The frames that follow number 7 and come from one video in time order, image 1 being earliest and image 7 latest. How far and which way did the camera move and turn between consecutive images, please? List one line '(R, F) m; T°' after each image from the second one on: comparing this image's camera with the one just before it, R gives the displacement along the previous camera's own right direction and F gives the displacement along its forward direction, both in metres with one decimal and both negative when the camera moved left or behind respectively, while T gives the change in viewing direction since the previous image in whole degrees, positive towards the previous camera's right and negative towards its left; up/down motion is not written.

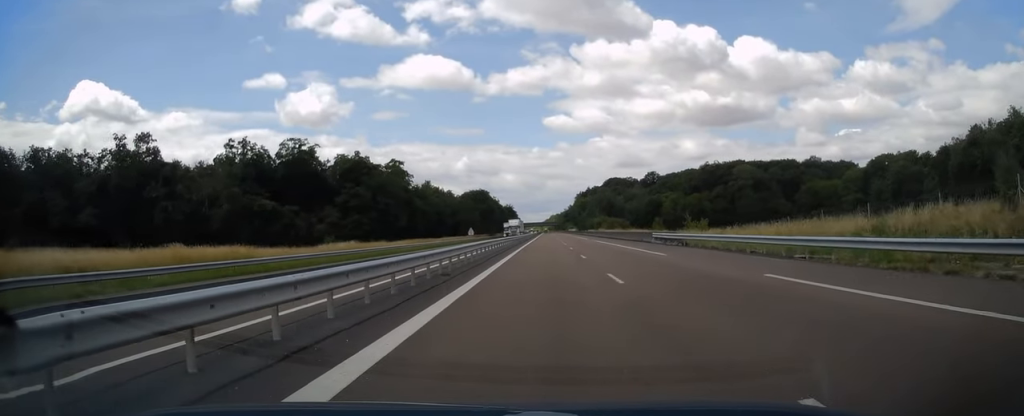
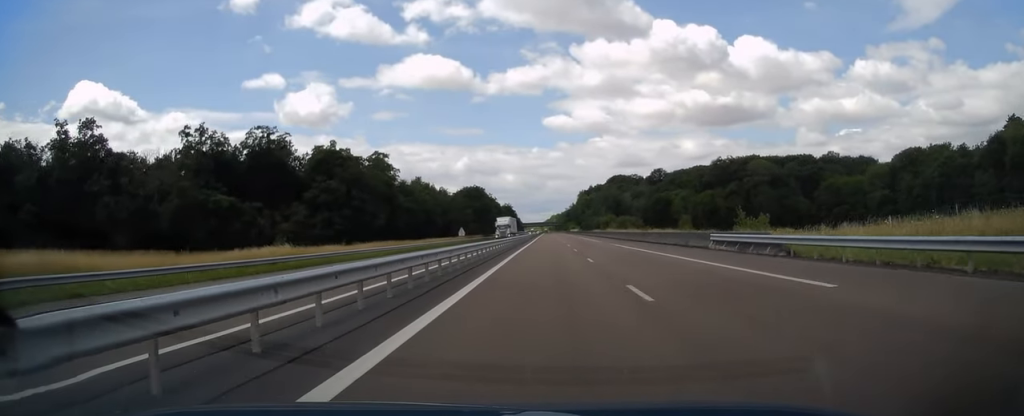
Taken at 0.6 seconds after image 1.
(+0.1, +16.7) m; 0°
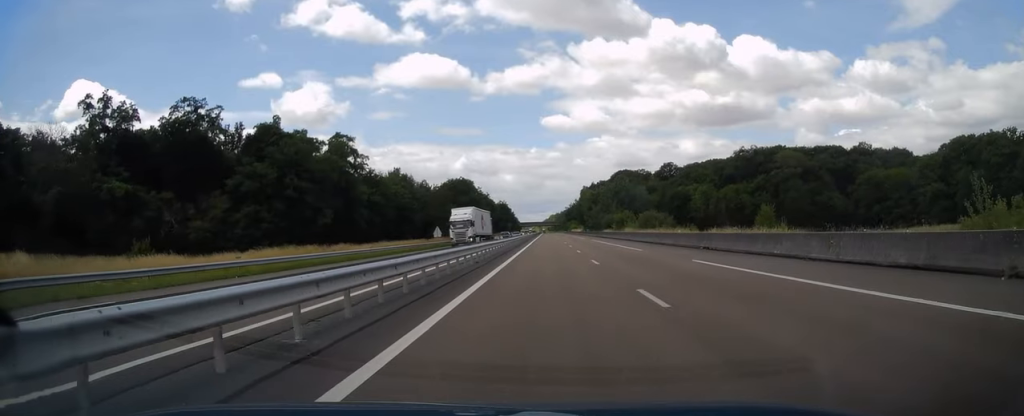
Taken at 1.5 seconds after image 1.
(0.0, +27.0) m; +1°
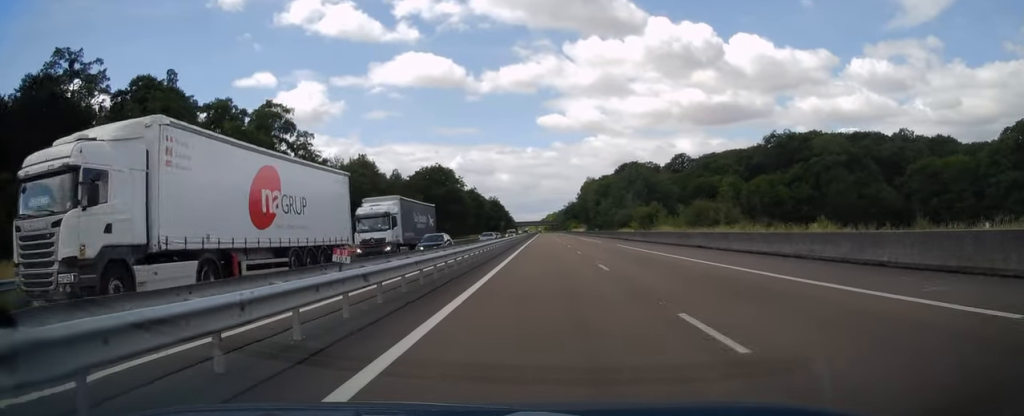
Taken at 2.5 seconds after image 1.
(+0.4, +29.9) m; 0°
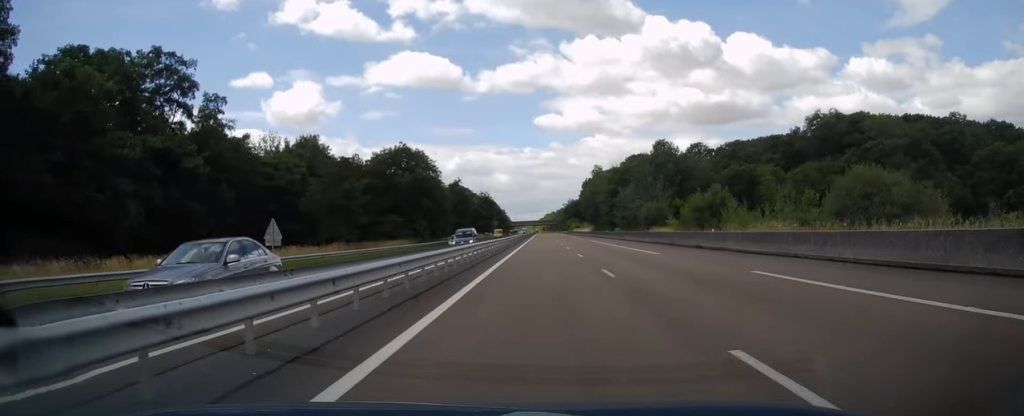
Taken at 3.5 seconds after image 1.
(-0.3, +29.0) m; -1°
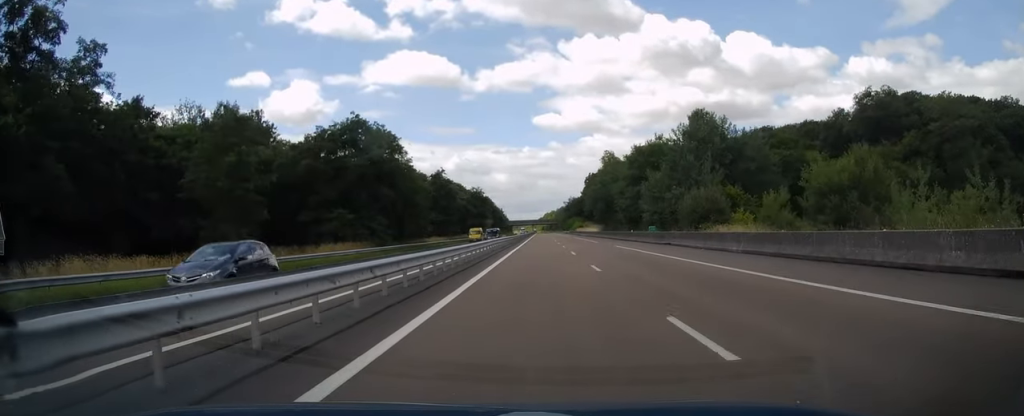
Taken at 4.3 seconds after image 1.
(0.0, +23.6) m; 0°
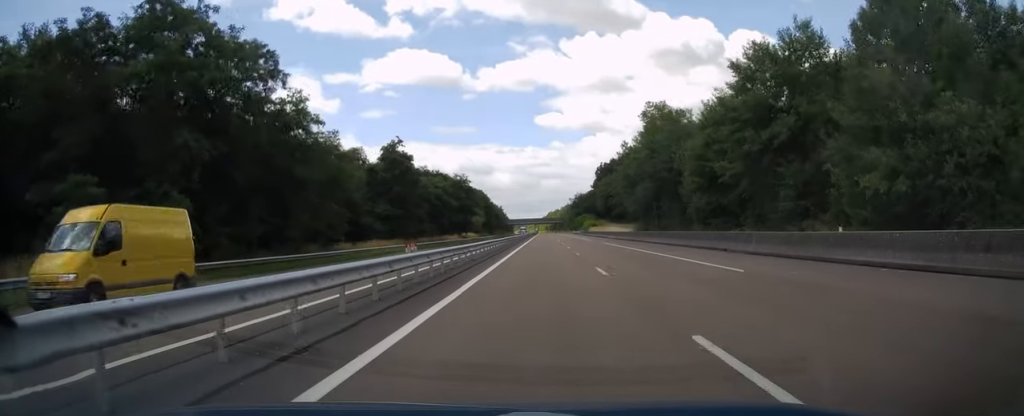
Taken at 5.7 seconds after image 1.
(0.0, +40.7) m; 0°
